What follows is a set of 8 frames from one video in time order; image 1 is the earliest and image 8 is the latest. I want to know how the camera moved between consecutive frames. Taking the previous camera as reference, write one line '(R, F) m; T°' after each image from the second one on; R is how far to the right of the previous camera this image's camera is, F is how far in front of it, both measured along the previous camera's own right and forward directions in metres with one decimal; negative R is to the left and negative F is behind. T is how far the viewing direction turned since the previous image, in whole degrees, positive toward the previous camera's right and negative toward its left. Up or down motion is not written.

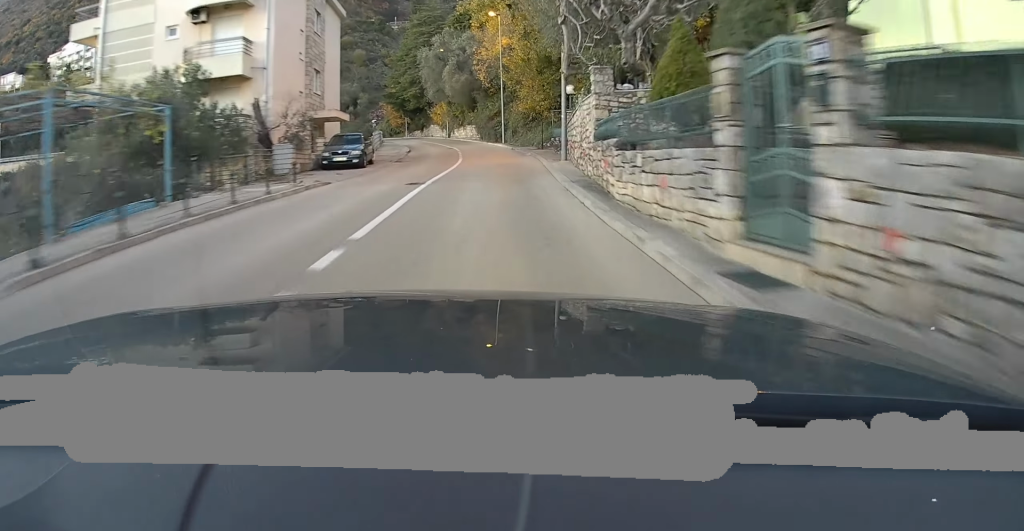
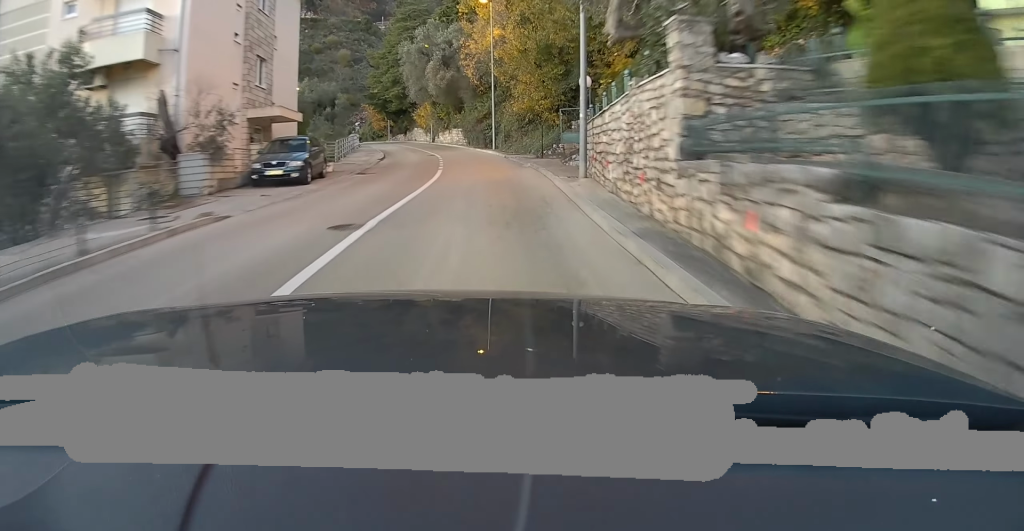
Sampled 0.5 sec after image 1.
(+0.4, +6.9) m; +2°
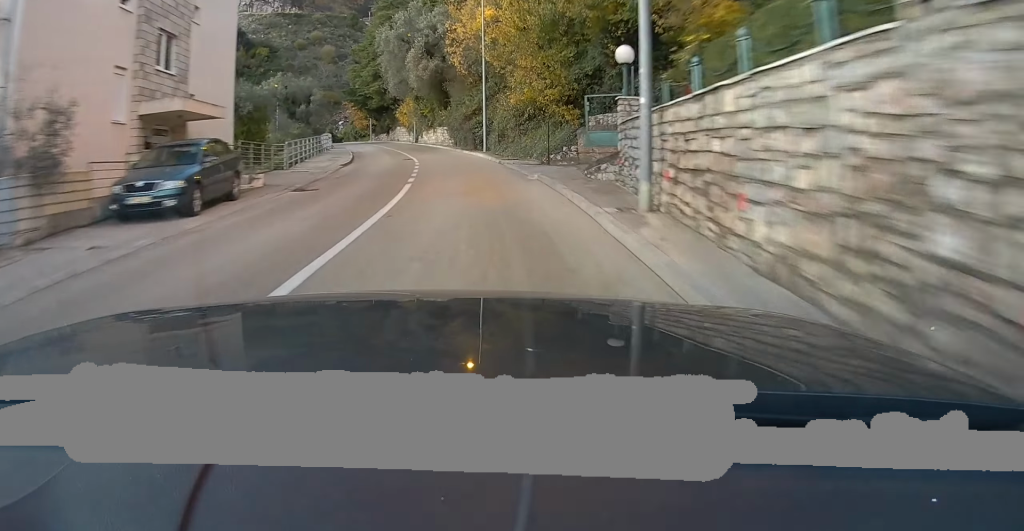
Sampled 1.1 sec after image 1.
(+0.1, +7.2) m; +1°
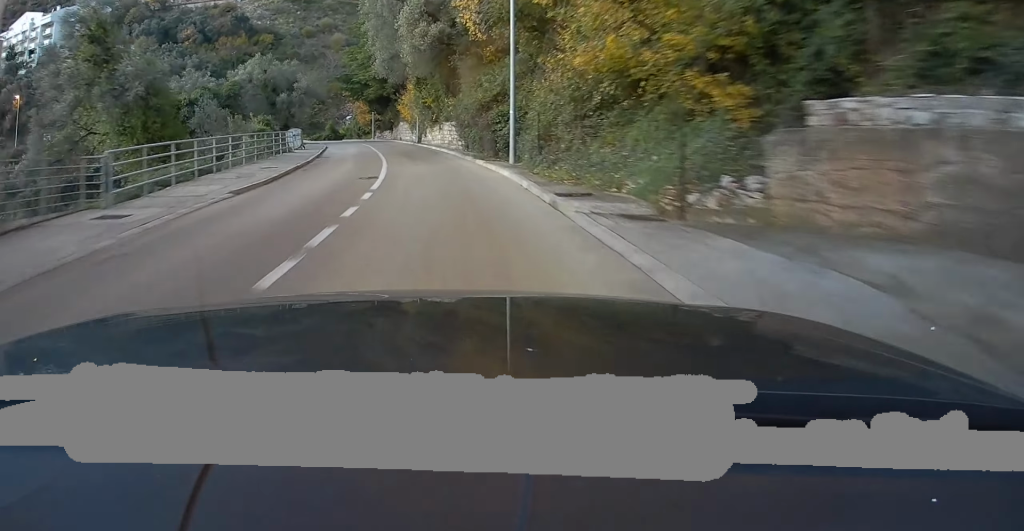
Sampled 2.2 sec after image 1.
(-0.2, +14.4) m; -2°
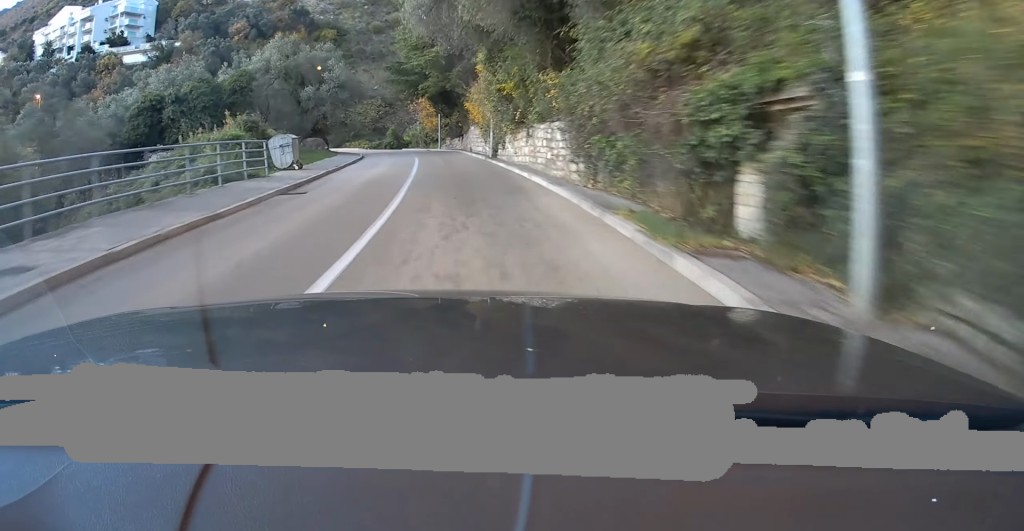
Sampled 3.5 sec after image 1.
(-0.5, +16.1) m; -7°
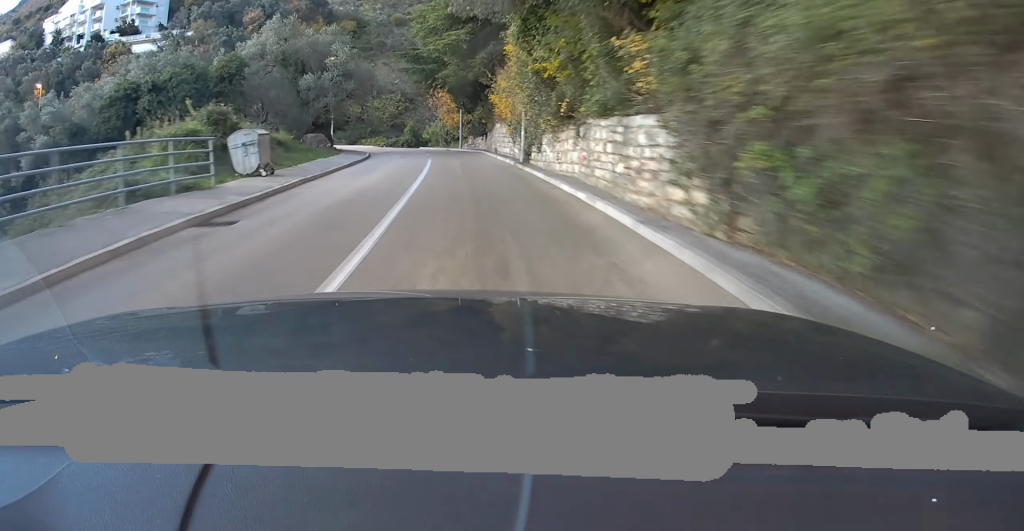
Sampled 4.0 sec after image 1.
(0.0, +6.0) m; -3°
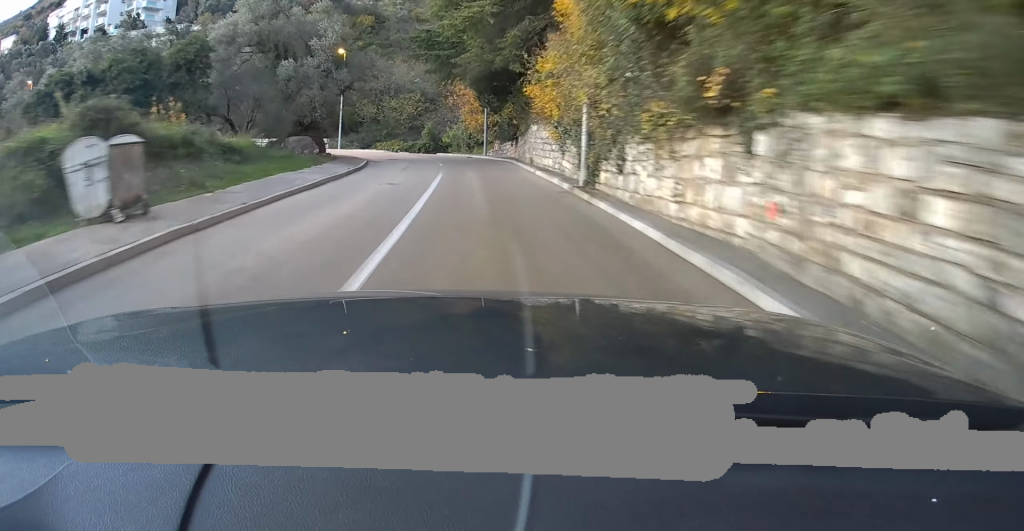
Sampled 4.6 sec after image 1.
(-0.8, +8.4) m; -3°
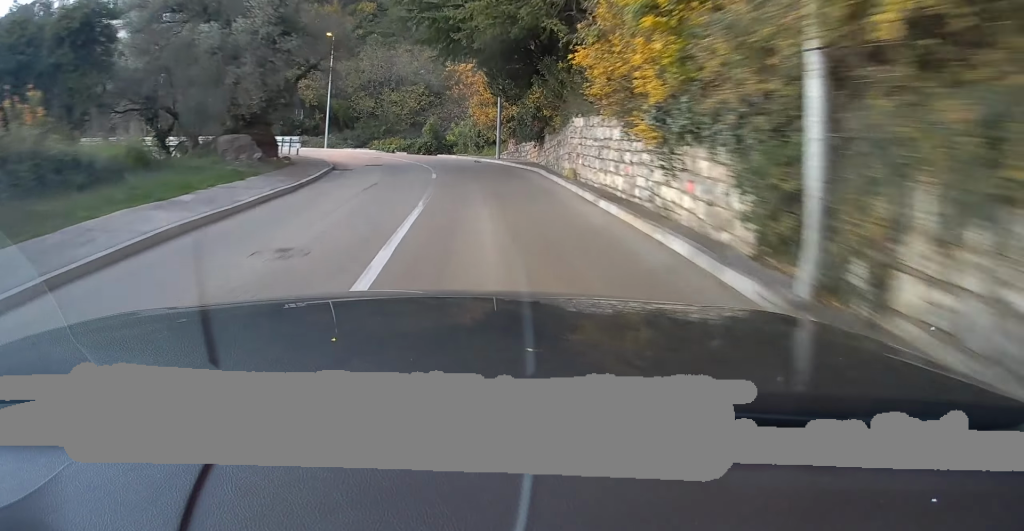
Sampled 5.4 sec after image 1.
(0.0, +9.7) m; +1°
